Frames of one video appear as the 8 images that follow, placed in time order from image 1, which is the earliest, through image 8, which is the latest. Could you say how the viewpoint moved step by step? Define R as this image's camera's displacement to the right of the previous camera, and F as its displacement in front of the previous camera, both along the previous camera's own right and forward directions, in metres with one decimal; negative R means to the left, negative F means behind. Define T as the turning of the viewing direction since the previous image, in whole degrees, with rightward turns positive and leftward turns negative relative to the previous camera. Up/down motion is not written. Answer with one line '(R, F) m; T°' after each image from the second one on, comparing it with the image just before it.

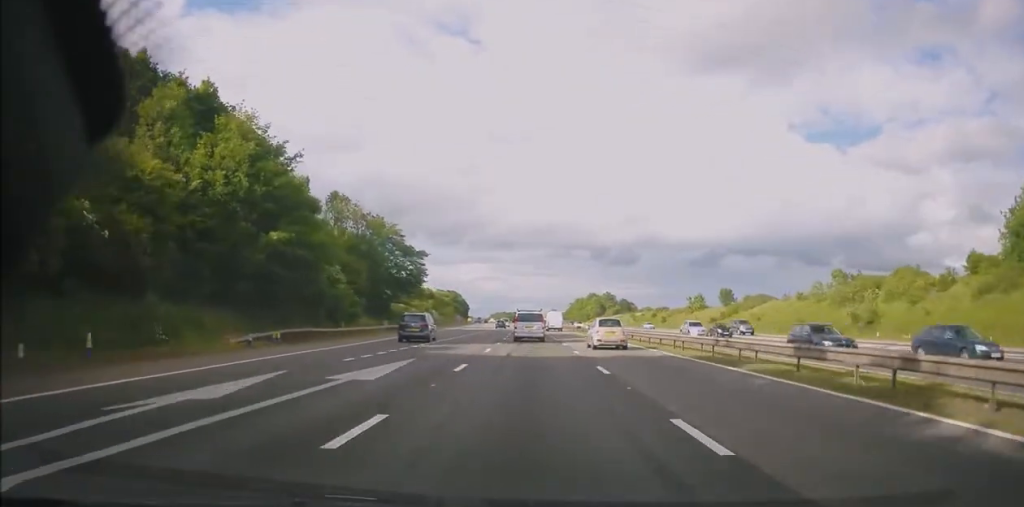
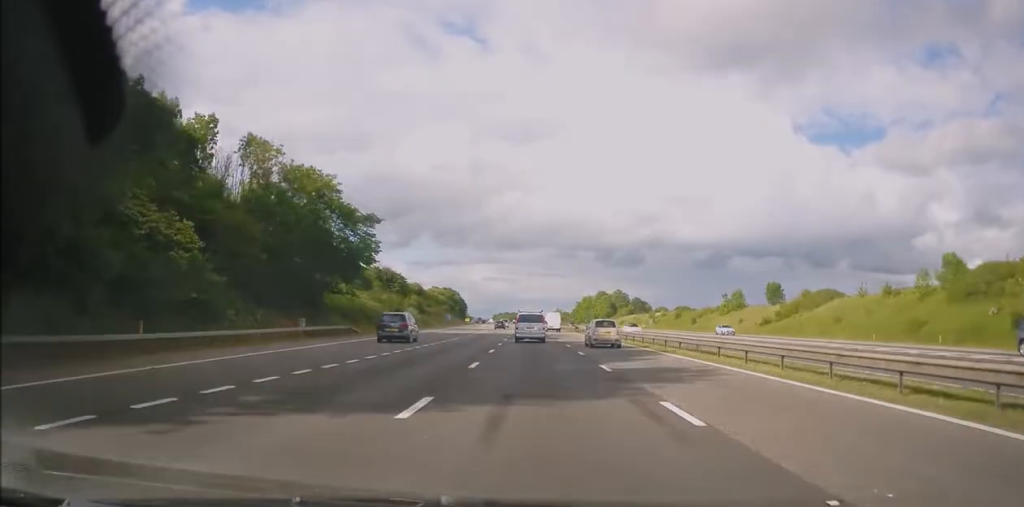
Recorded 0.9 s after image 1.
(0.0, +25.8) m; 0°
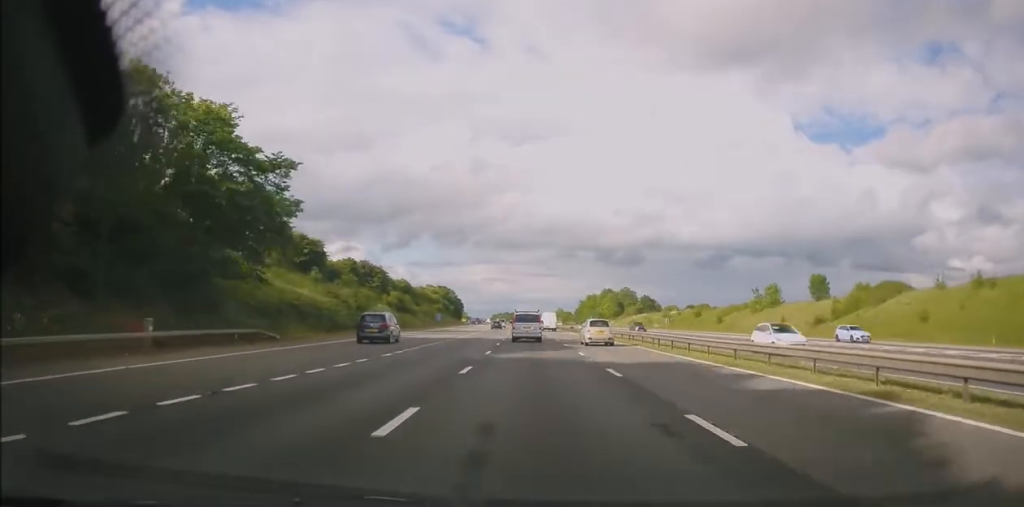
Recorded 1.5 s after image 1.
(0.0, +18.2) m; 0°
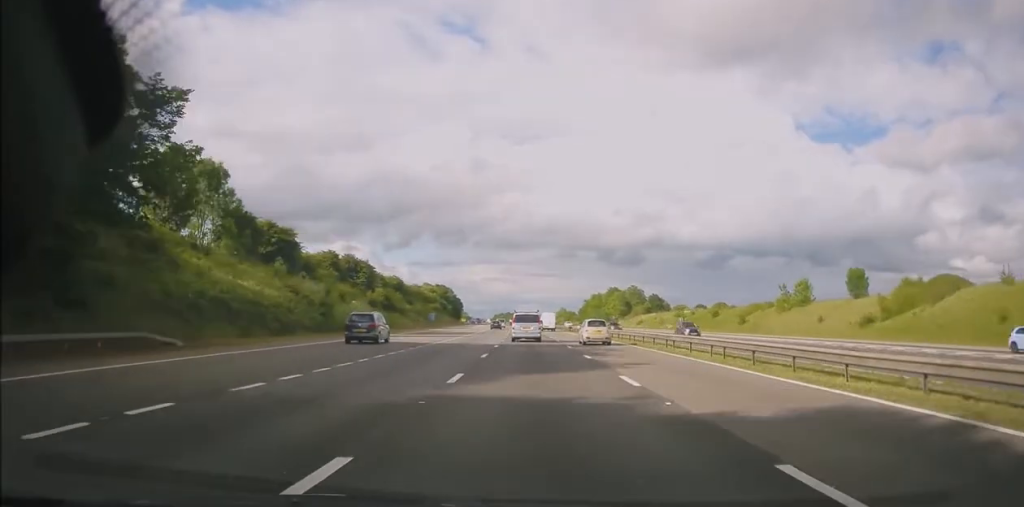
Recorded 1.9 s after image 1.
(-0.1, +11.5) m; 0°
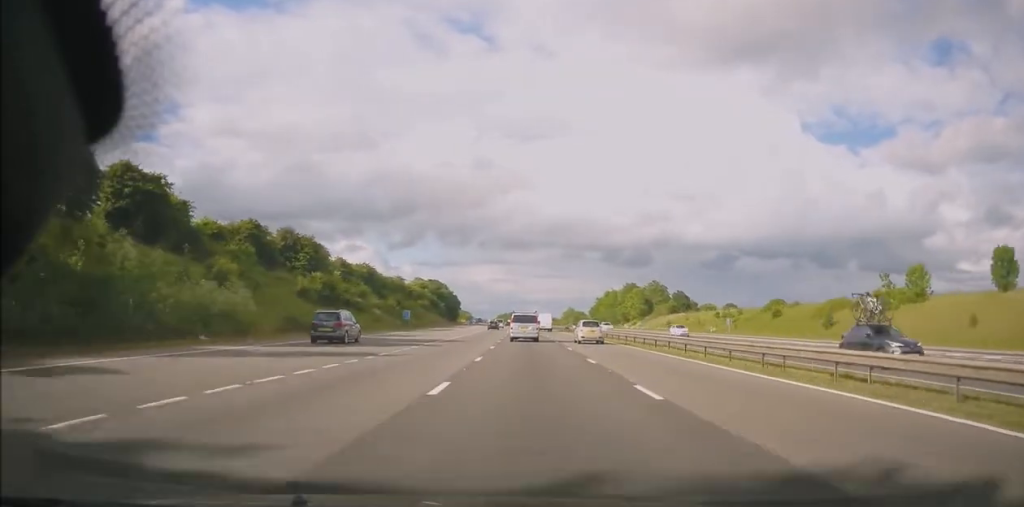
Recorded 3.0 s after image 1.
(-0.2, +29.9) m; -1°
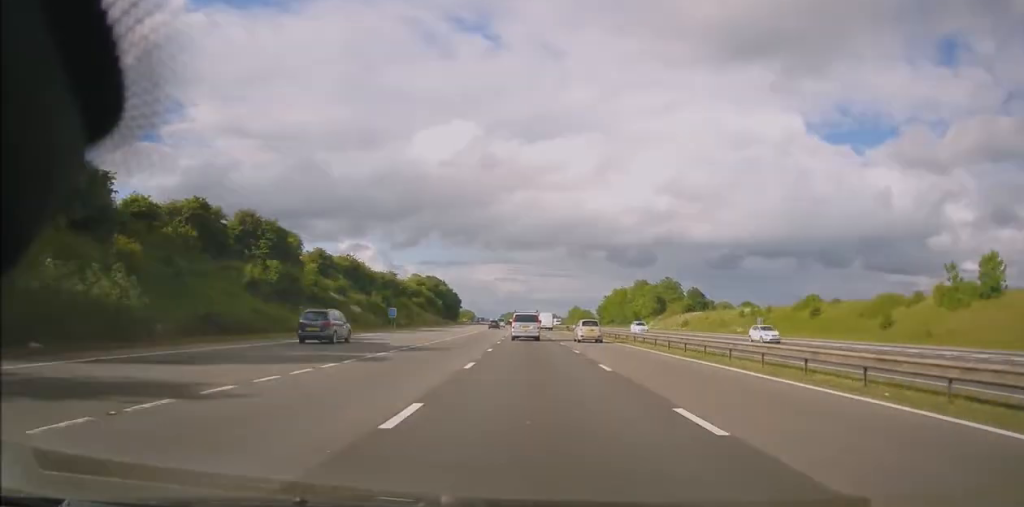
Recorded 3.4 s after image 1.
(0.0, +12.6) m; 0°
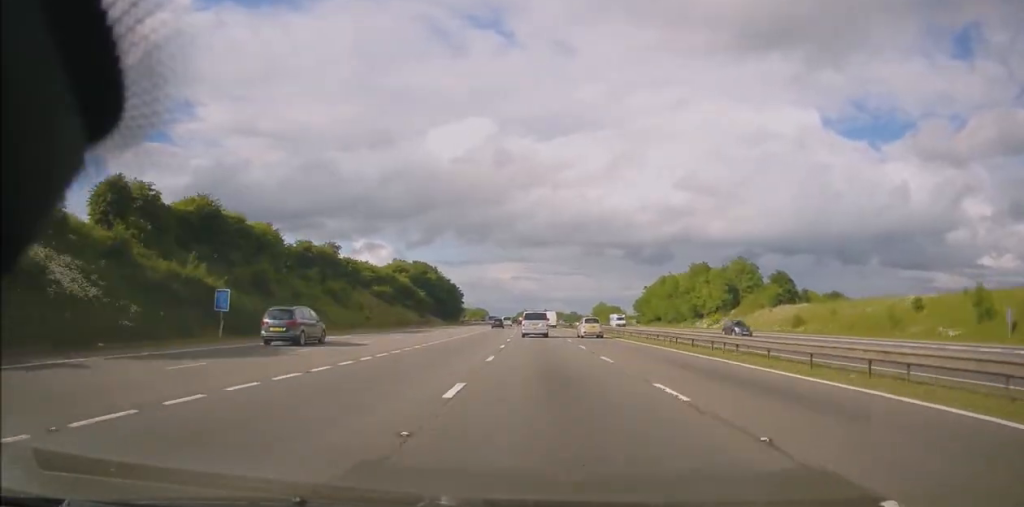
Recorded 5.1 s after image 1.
(-0.7, +51.1) m; -2°
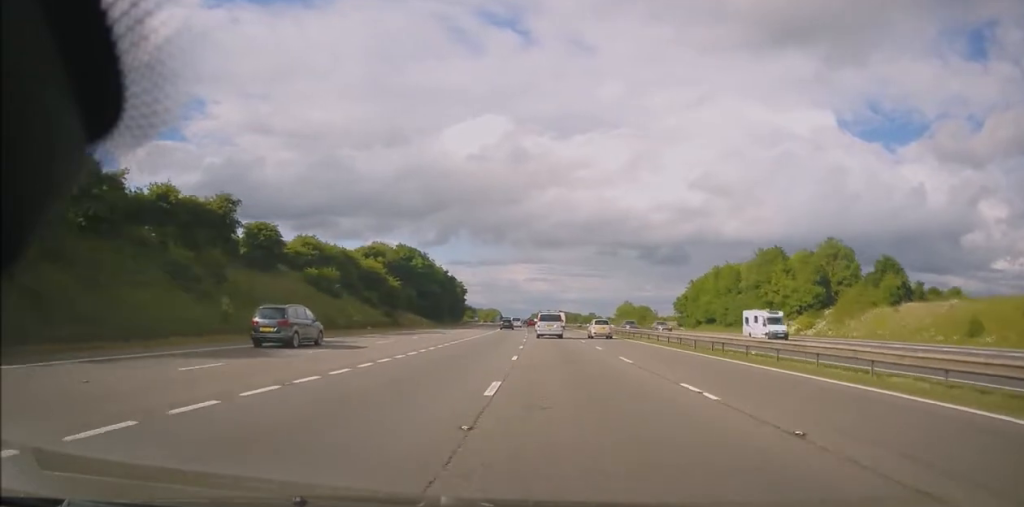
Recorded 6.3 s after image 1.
(-0.2, +35.8) m; -1°
